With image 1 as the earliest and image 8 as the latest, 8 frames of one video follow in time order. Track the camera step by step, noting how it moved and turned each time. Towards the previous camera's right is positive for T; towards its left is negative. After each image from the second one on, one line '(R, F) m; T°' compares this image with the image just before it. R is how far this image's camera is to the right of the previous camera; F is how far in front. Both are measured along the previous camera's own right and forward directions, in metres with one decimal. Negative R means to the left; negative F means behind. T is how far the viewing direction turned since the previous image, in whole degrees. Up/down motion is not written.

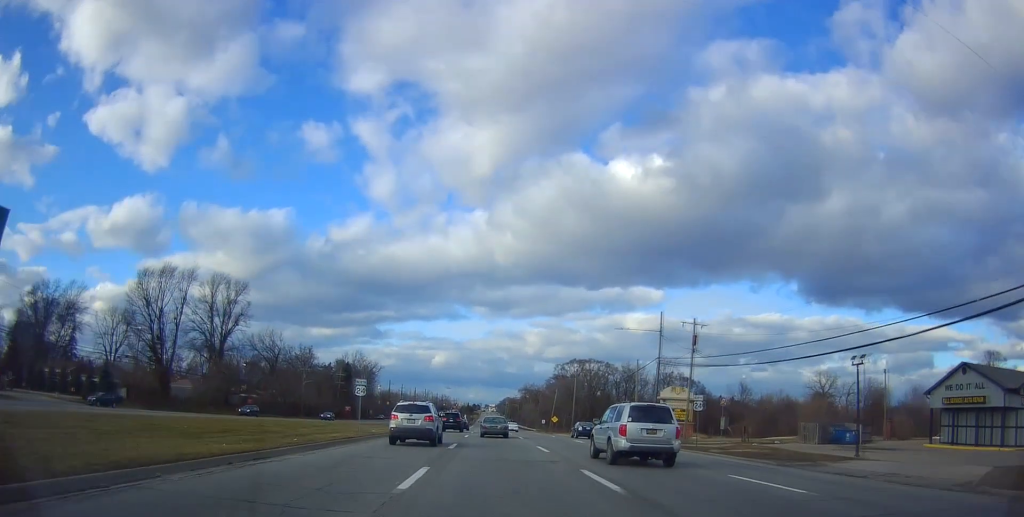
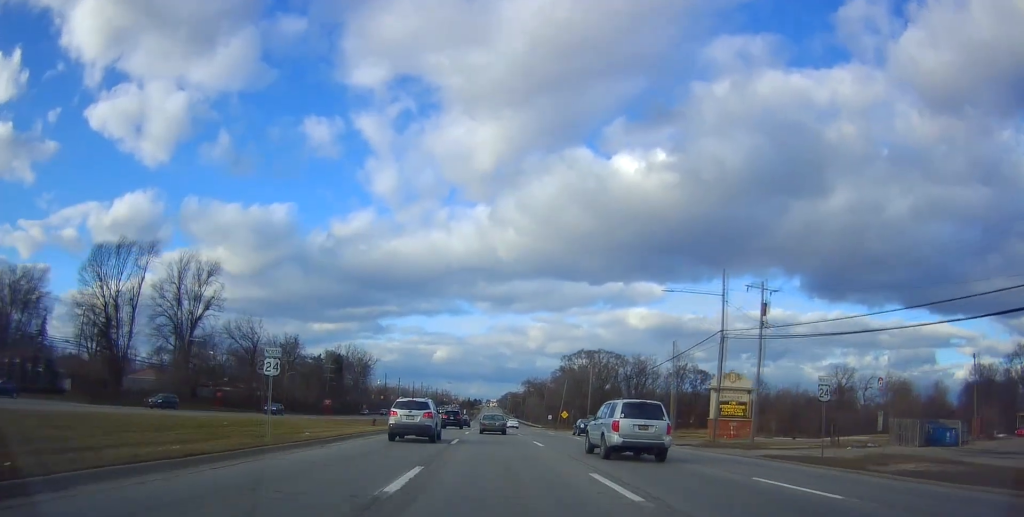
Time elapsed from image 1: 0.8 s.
(-0.6, +13.1) m; 0°
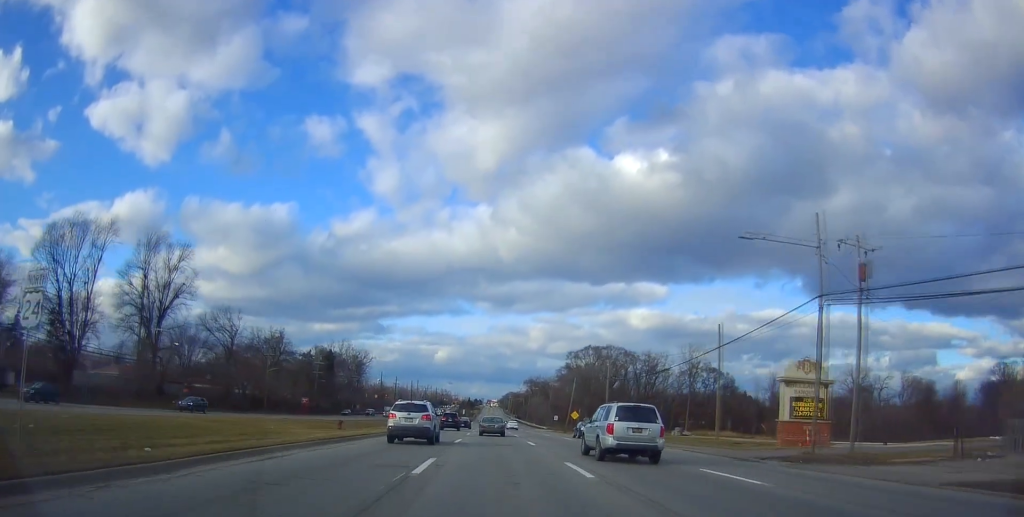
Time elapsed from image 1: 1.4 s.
(+0.4, +11.2) m; +1°
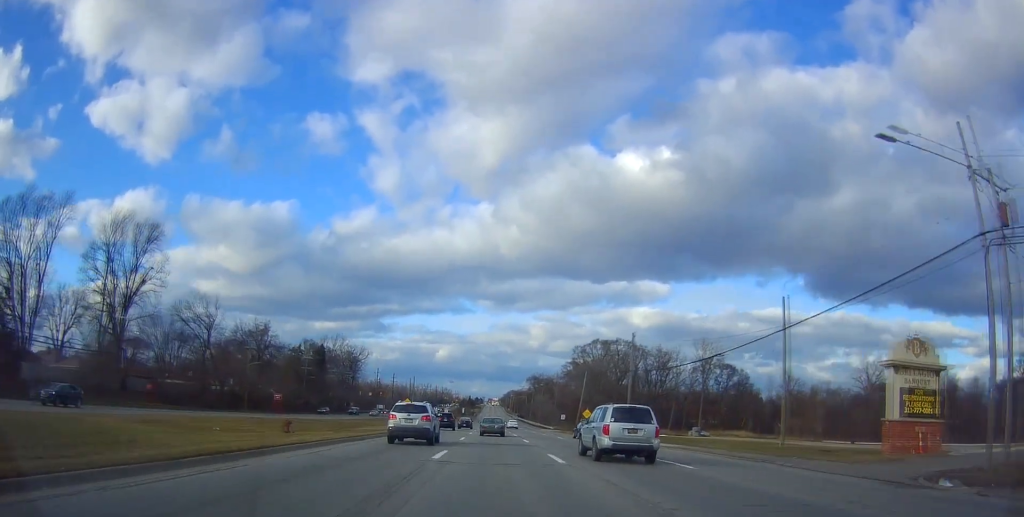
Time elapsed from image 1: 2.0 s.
(+0.2, +10.2) m; +1°
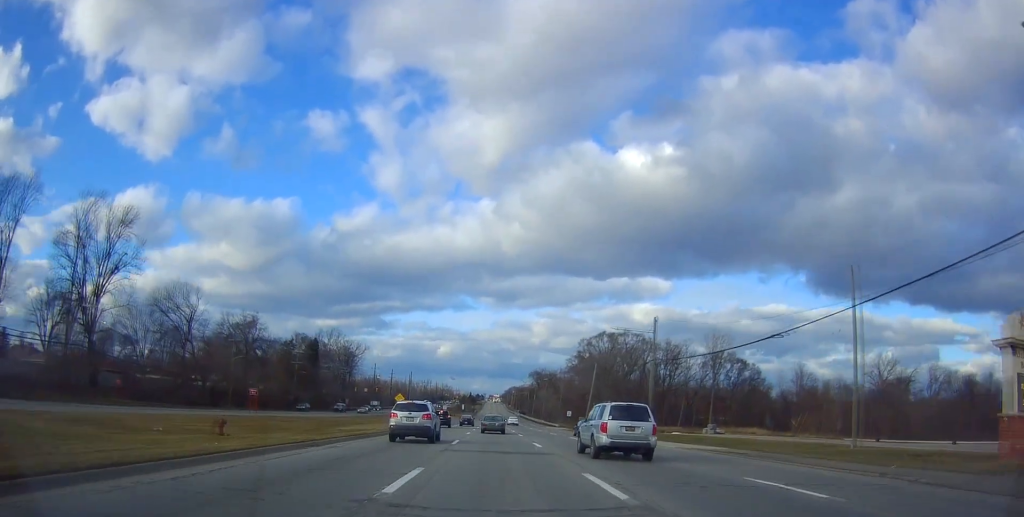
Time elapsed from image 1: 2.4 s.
(-0.1, +7.5) m; 0°
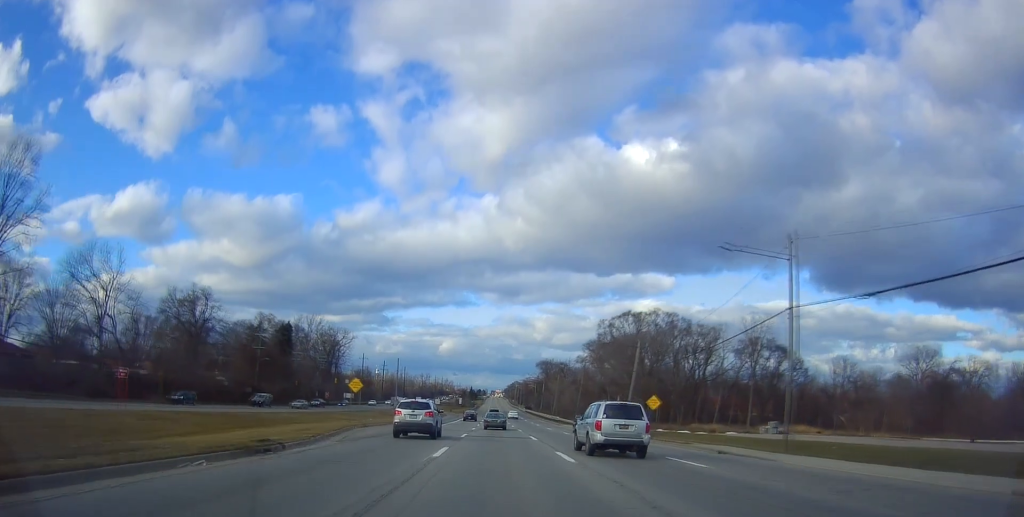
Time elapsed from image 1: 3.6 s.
(+0.2, +22.9) m; +1°
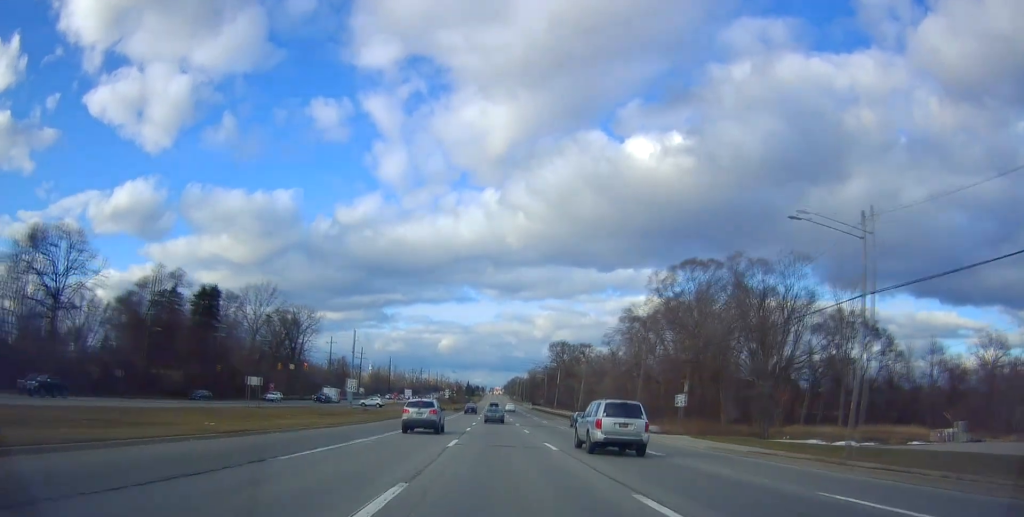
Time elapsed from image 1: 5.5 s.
(-0.9, +39.3) m; -3°
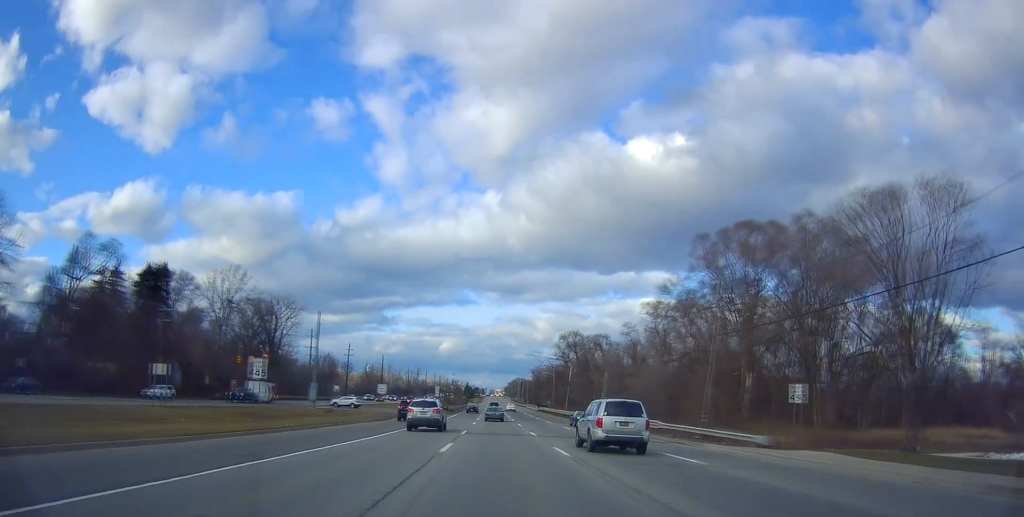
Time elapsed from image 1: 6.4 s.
(0.0, +18.4) m; 0°
